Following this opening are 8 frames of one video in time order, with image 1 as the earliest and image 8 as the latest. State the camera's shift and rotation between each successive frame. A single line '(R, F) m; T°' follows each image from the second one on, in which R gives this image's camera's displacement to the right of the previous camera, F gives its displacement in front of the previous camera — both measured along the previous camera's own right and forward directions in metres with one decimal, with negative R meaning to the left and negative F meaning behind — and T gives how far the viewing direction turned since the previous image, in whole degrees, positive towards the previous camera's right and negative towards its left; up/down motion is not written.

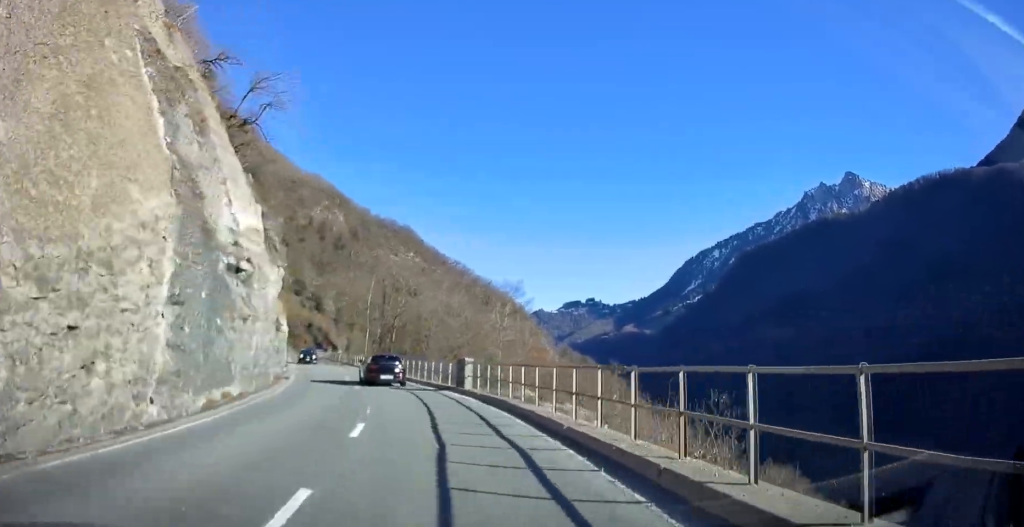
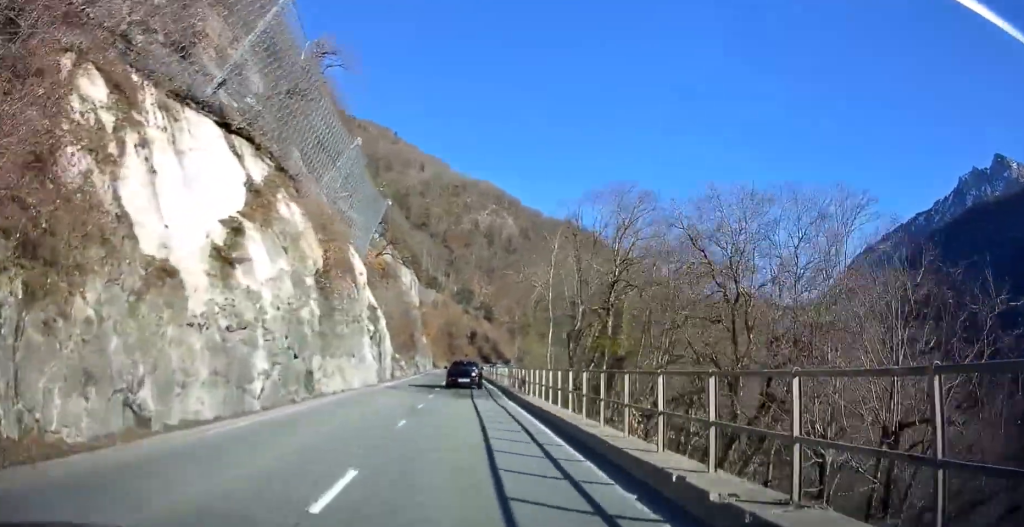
(-5.0, +36.0) m; -15°
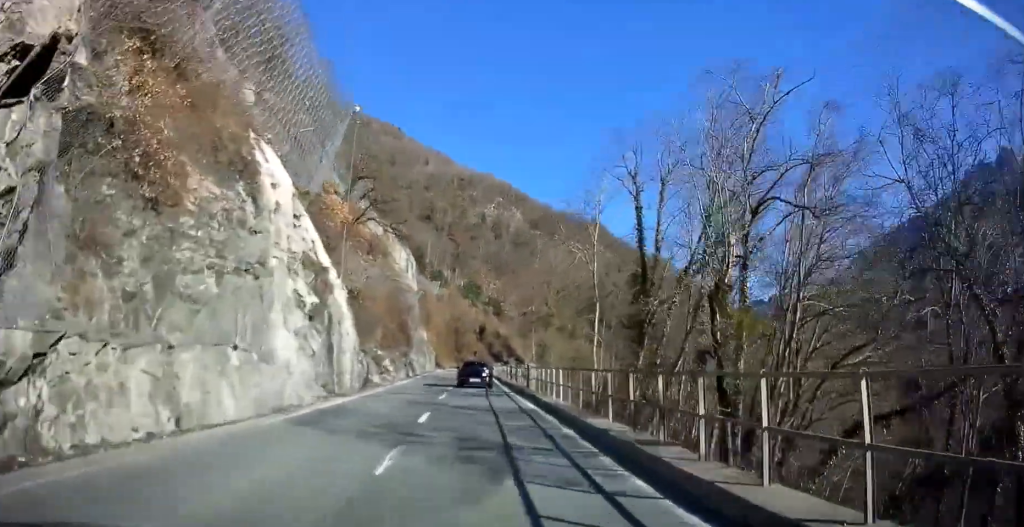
(-0.6, +15.4) m; -2°
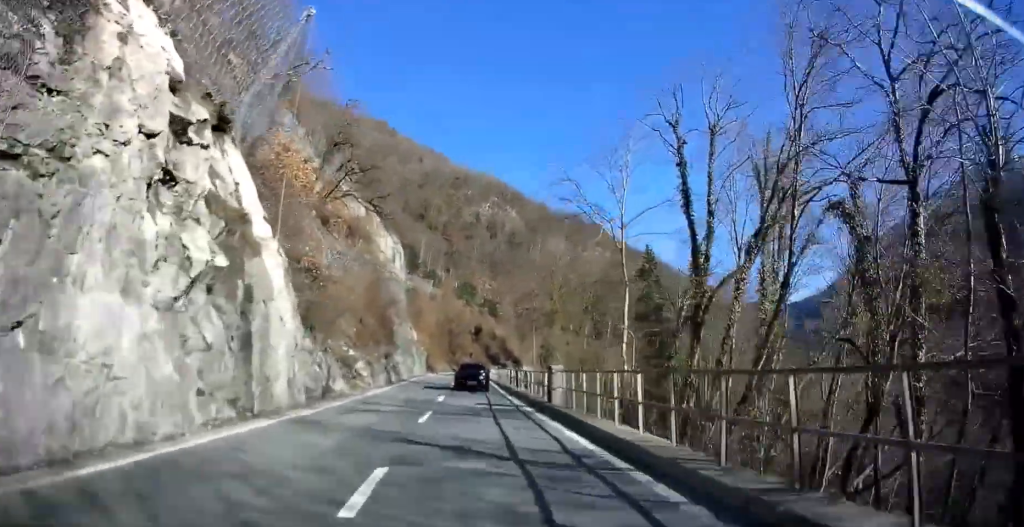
(-0.1, +7.8) m; 0°
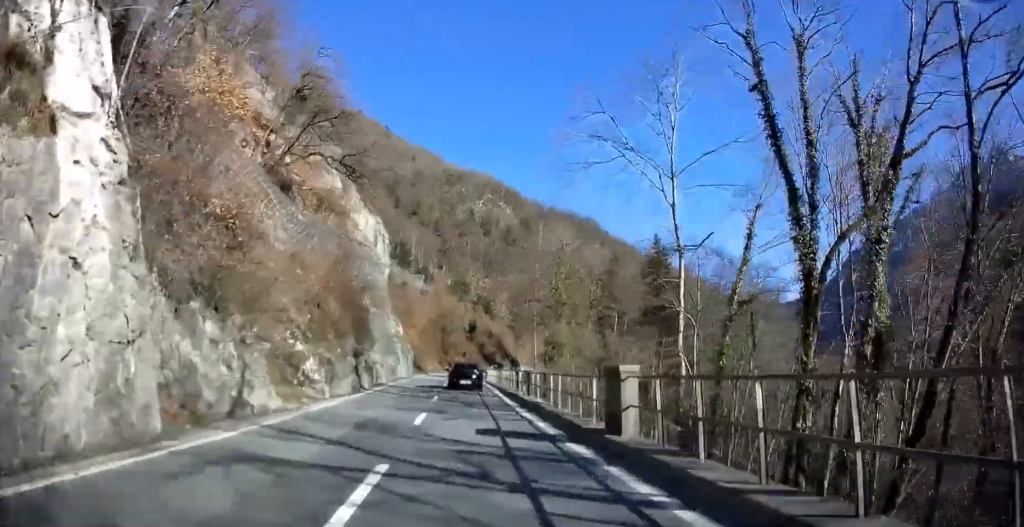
(+0.1, +8.8) m; 0°
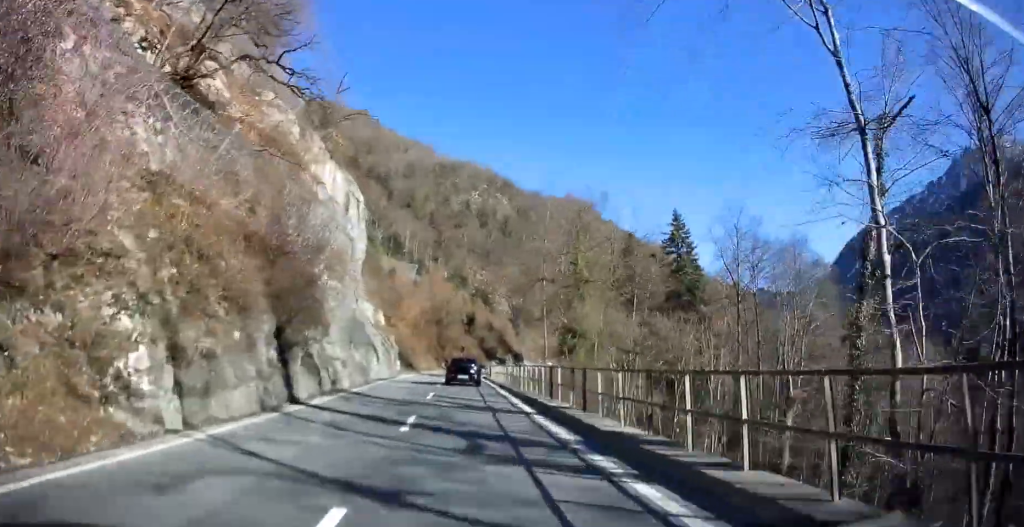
(+0.3, +11.4) m; 0°
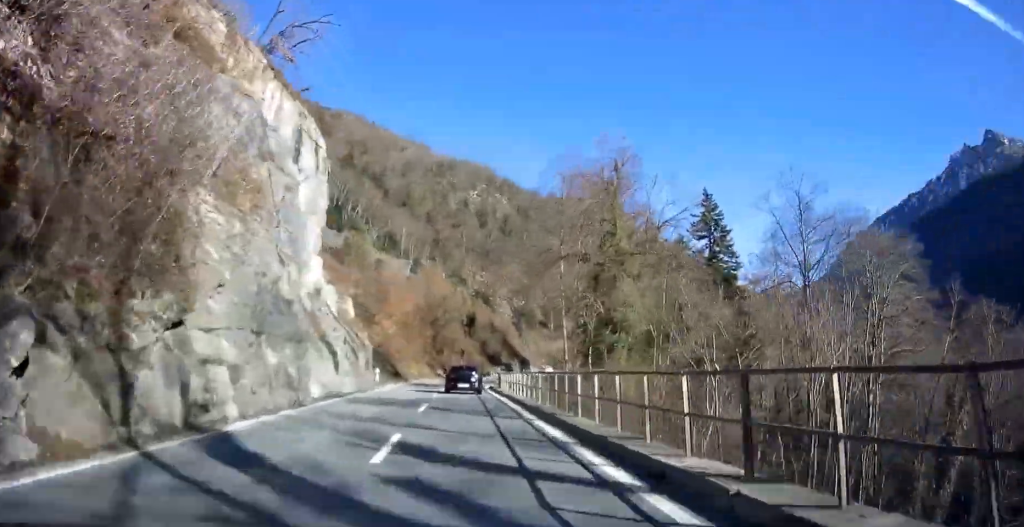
(-0.3, +11.8) m; 0°
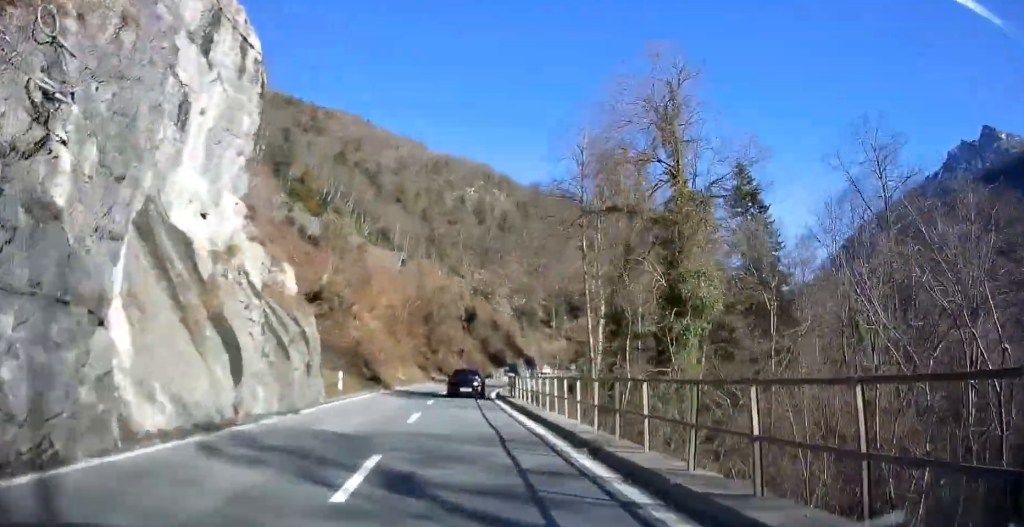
(0.0, +11.1) m; +1°
